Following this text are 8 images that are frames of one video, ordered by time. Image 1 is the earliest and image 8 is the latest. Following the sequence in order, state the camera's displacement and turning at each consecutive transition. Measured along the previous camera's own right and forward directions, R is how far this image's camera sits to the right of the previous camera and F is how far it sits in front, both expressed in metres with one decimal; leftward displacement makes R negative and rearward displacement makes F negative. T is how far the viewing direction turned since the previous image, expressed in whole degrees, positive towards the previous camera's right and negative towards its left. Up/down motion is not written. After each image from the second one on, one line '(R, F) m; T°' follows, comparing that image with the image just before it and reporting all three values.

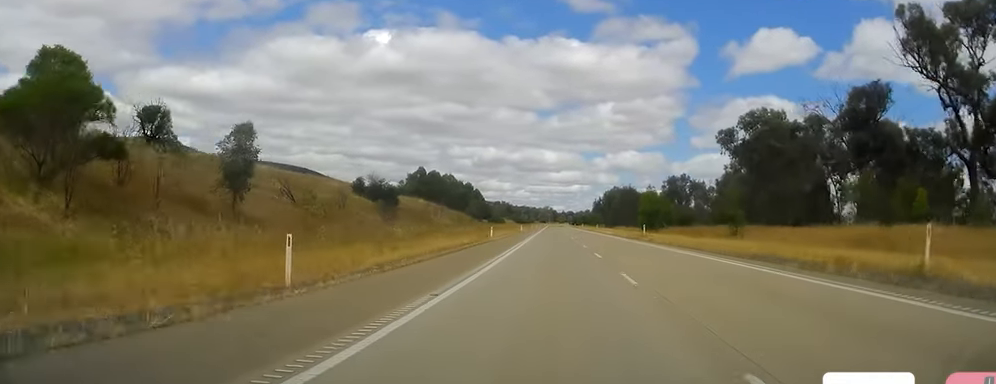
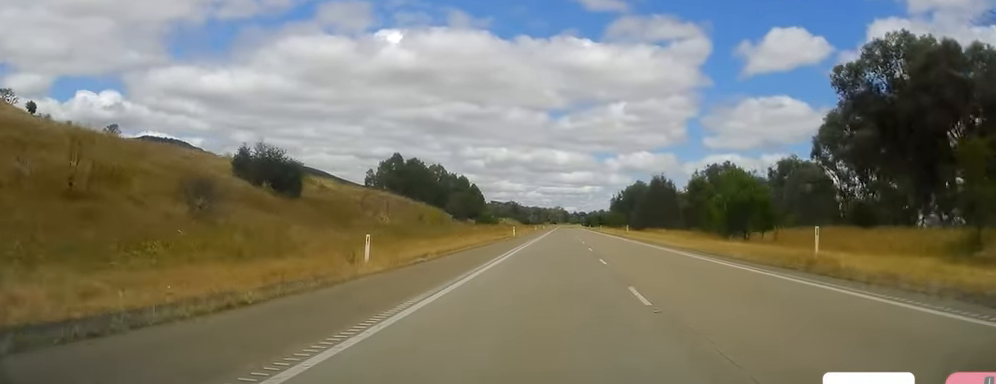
(-0.5, +39.6) m; -1°
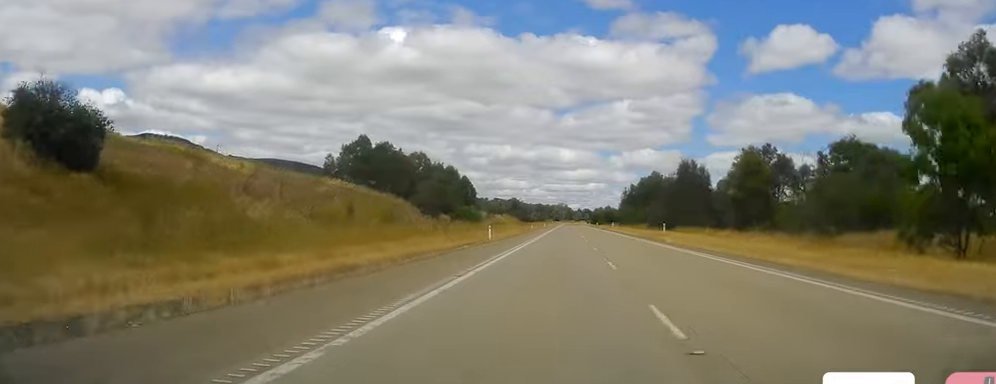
(-0.3, +28.2) m; 0°
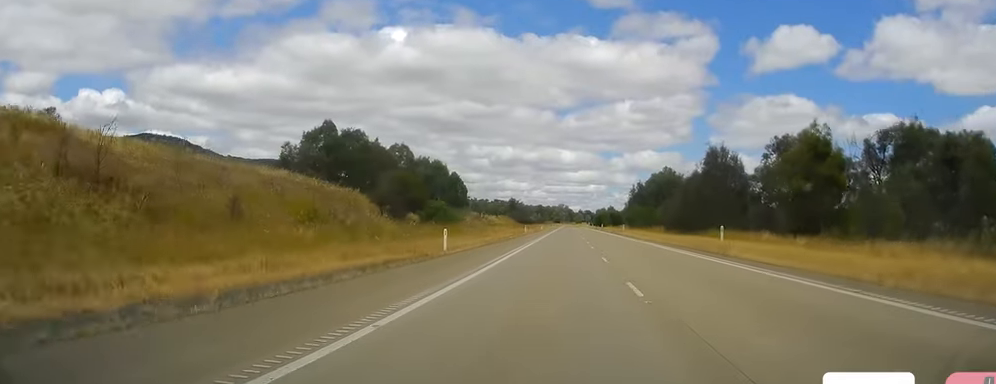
(+0.1, +19.5) m; 0°
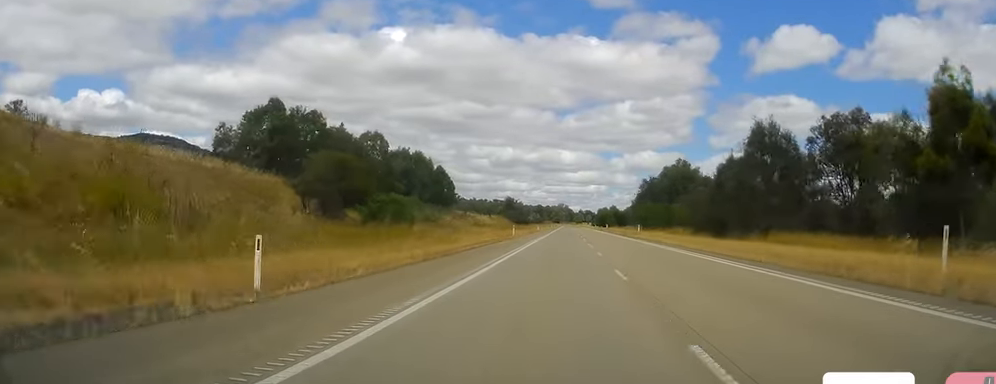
(-0.1, +20.3) m; 0°
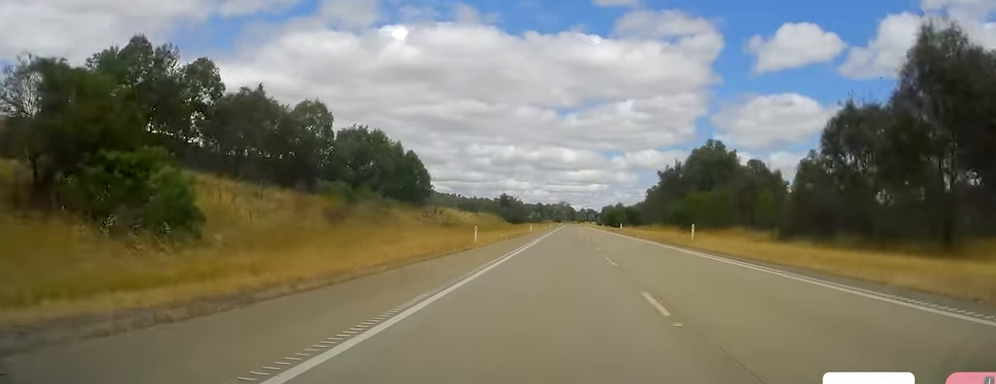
(-0.2, +30.7) m; 0°
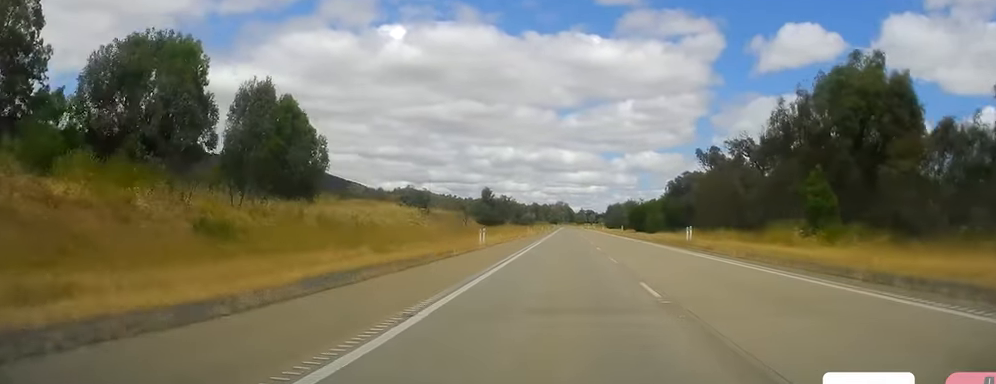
(-0.8, +57.3) m; -1°
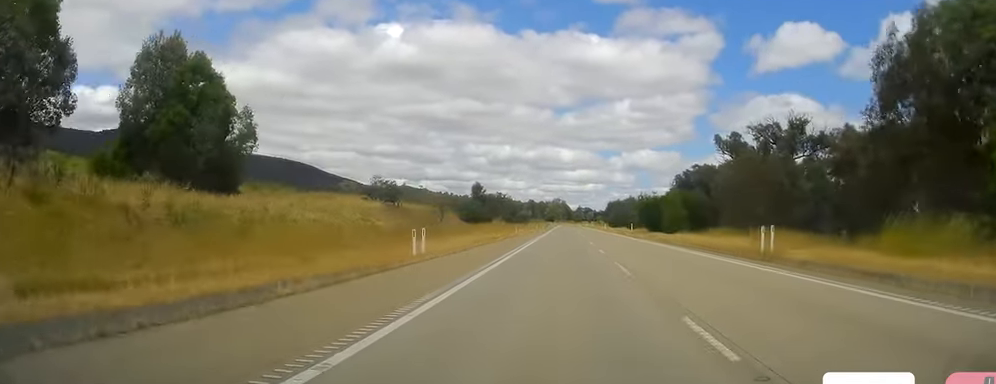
(-0.1, +18.1) m; 0°
